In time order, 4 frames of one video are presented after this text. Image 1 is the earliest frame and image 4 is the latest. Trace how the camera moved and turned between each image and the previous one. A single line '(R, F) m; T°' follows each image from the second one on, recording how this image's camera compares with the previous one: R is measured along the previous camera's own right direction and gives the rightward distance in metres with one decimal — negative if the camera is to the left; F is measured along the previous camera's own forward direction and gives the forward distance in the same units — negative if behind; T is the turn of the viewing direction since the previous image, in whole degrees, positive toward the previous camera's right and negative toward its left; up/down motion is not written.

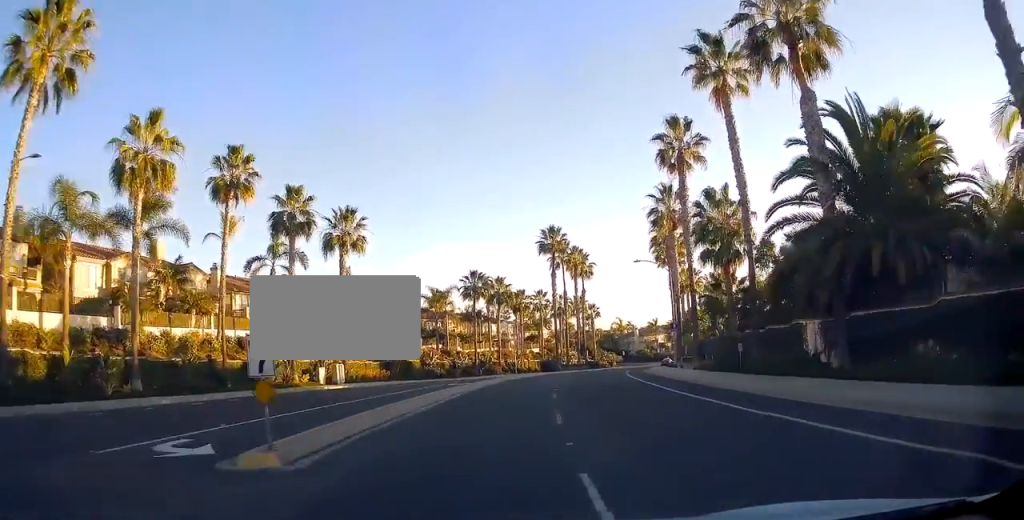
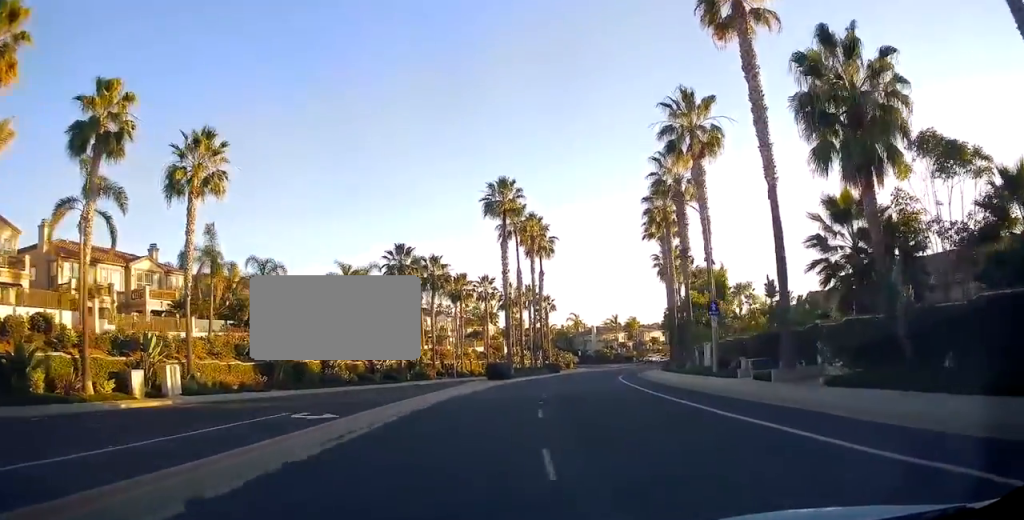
(+0.8, +19.6) m; +3°
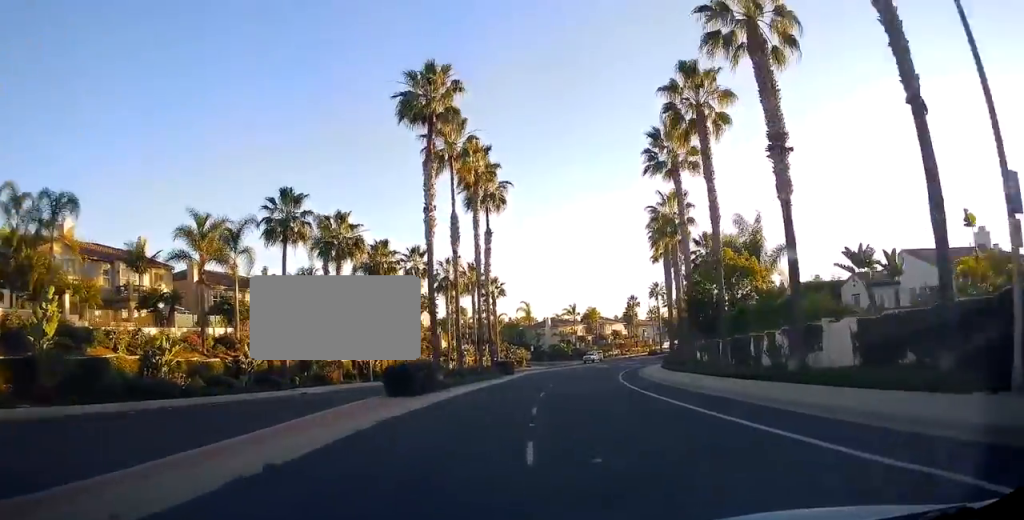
(+0.9, +20.7) m; +7°
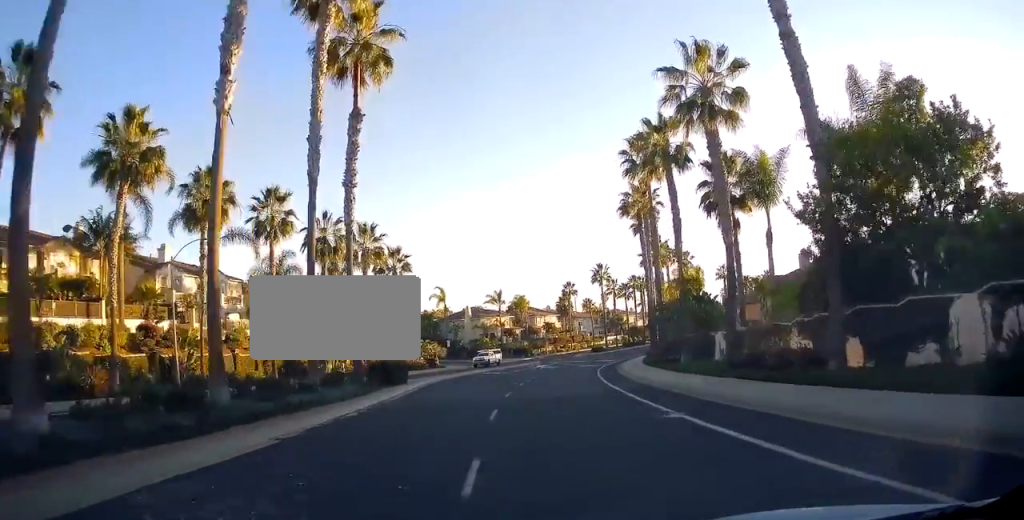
(+2.4, +24.7) m; +6°
